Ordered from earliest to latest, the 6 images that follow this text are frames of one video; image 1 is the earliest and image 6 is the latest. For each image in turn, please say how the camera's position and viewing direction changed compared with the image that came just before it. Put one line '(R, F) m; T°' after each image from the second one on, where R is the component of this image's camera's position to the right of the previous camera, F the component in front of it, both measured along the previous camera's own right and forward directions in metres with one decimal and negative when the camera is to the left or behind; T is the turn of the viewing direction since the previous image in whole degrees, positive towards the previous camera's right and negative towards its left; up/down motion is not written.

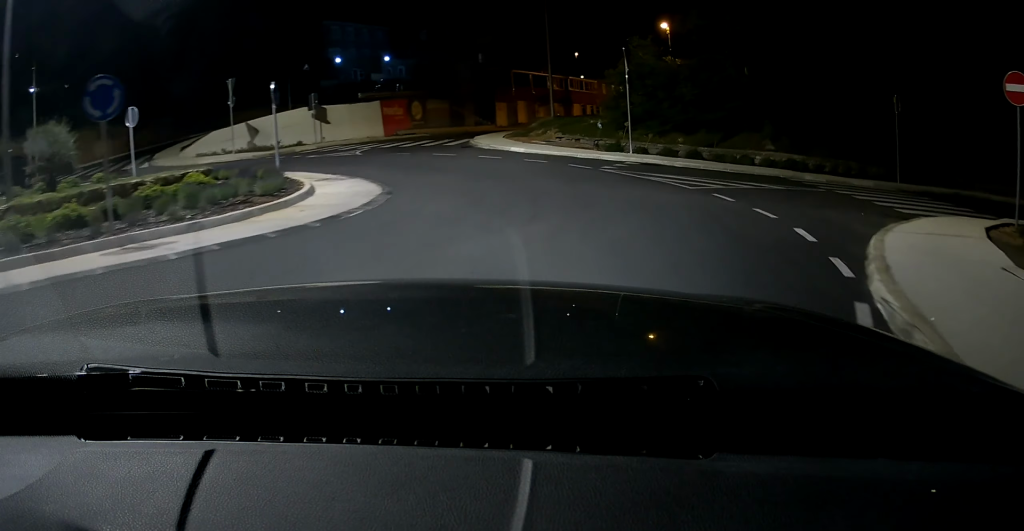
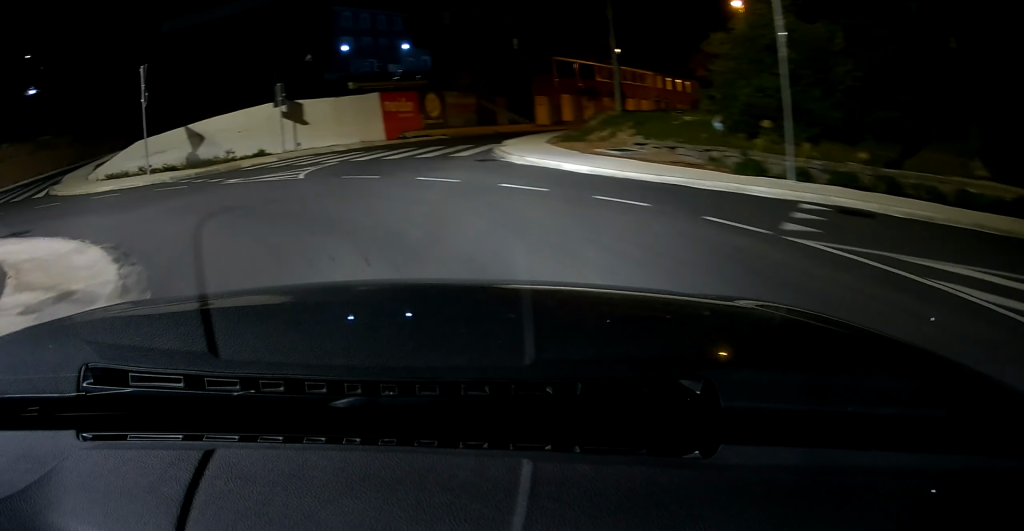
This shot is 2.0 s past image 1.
(+0.3, +9.4) m; -13°
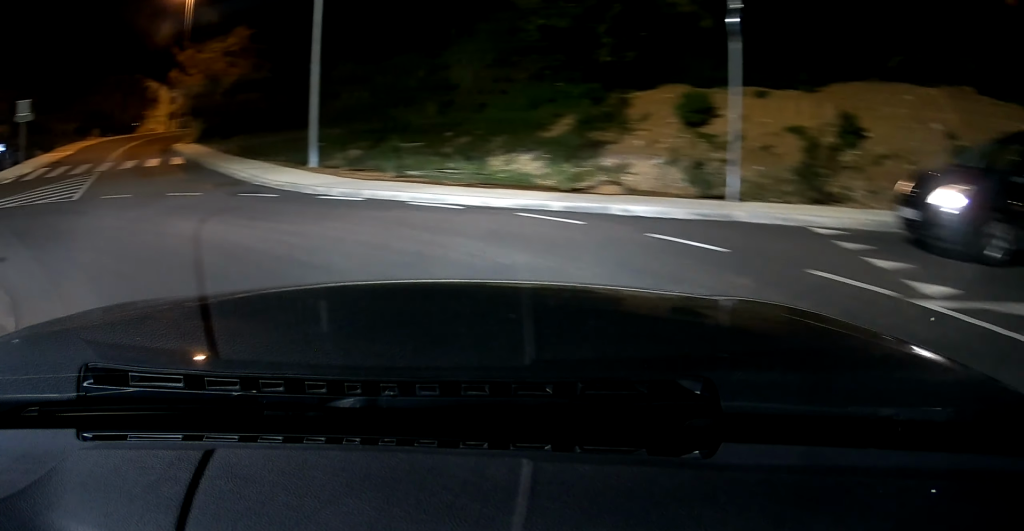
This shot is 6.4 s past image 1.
(-12.7, +11.5) m; -105°
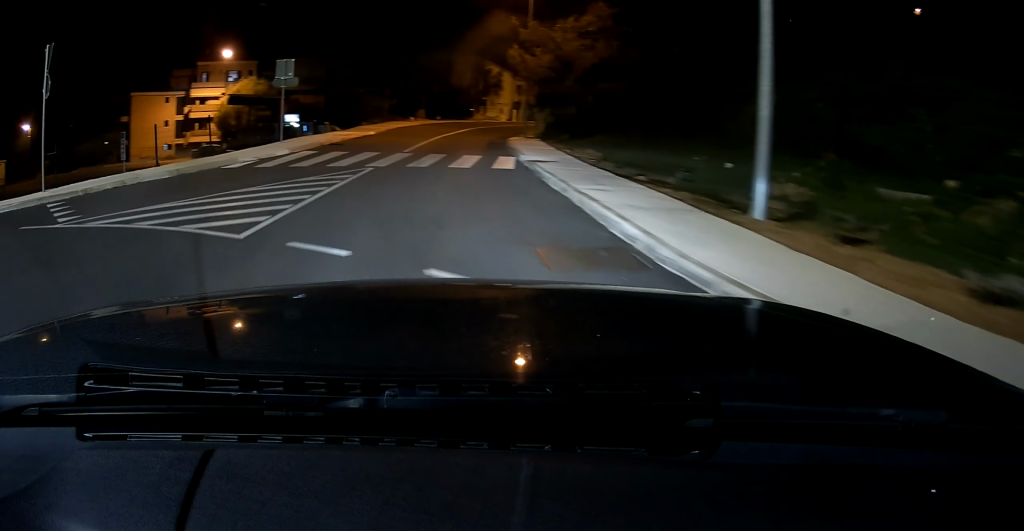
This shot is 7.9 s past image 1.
(-3.0, +8.9) m; -17°
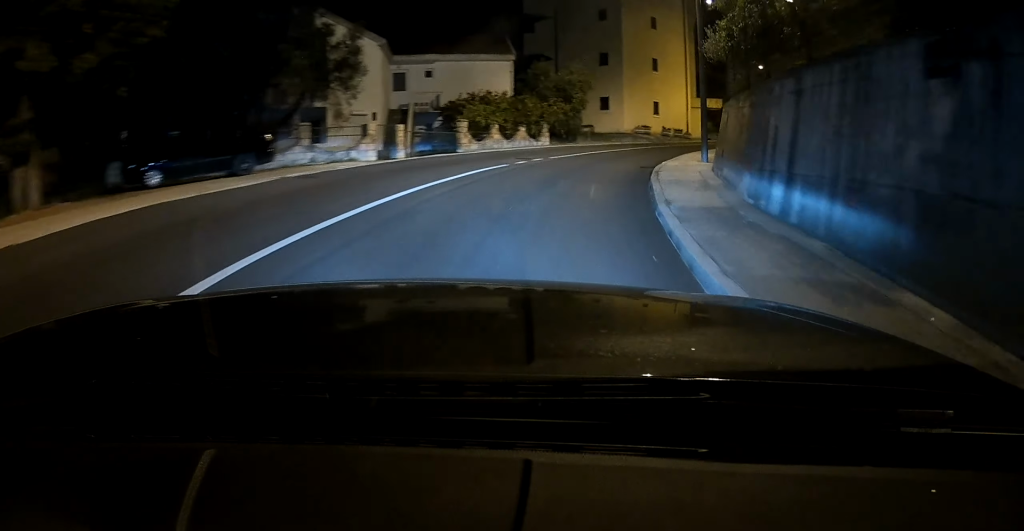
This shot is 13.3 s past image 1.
(-1.1, +39.8) m; +11°
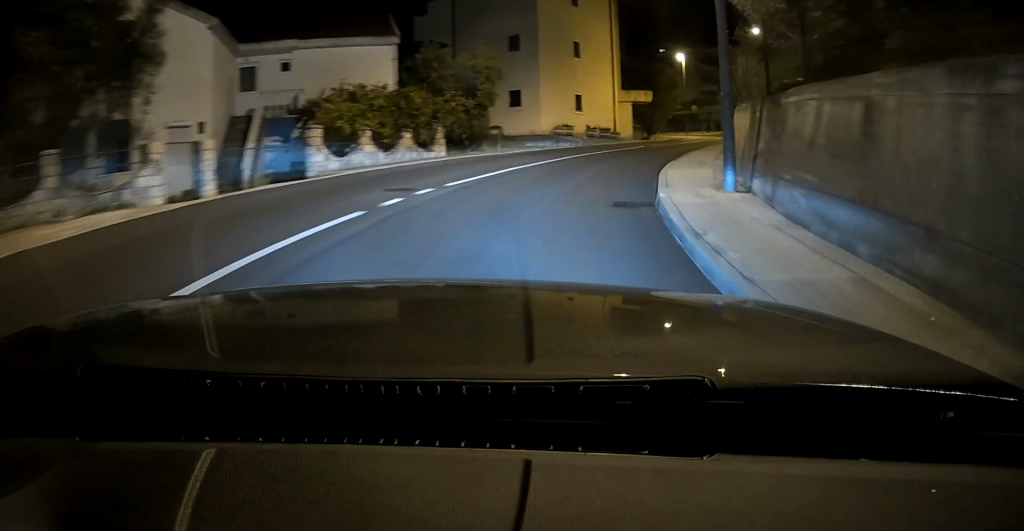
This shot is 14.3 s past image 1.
(-0.2, +8.4) m; +8°
